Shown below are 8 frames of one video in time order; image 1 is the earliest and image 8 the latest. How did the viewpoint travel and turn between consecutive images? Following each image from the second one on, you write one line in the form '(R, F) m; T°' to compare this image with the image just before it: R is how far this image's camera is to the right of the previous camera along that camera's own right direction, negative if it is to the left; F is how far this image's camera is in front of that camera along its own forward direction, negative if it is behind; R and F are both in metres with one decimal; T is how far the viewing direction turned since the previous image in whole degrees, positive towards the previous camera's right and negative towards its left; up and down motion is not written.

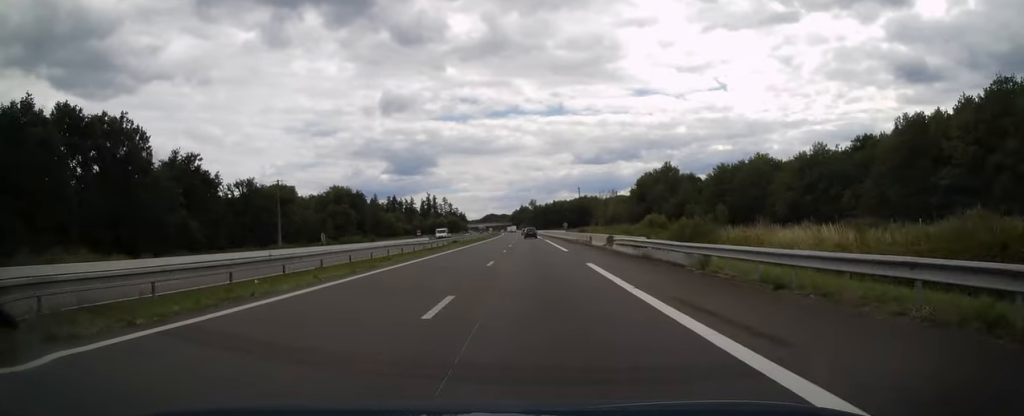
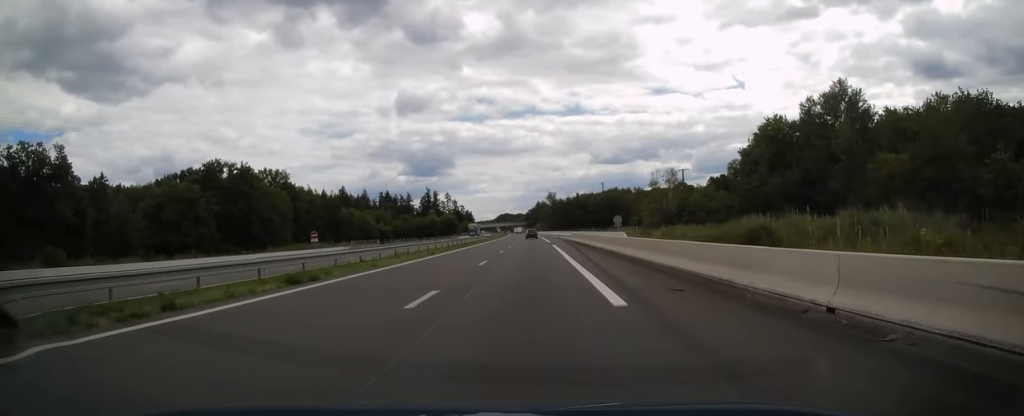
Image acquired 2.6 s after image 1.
(-1.4, +78.0) m; -2°
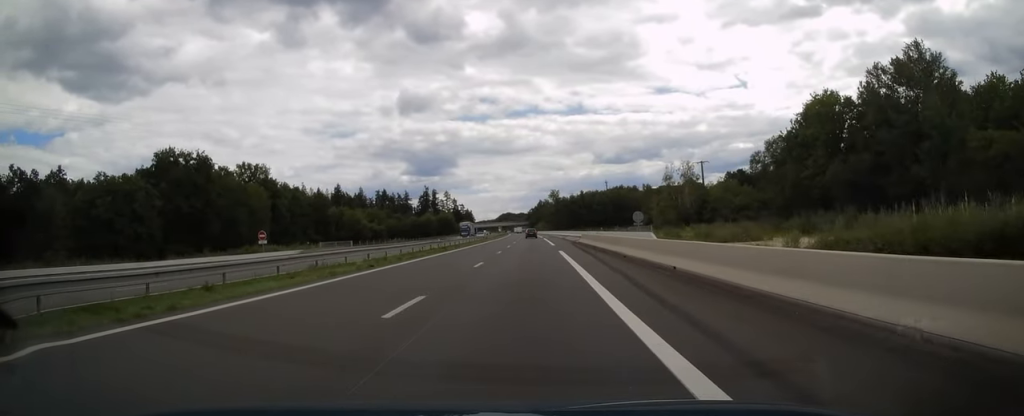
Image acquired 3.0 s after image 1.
(-0.1, +14.5) m; 0°
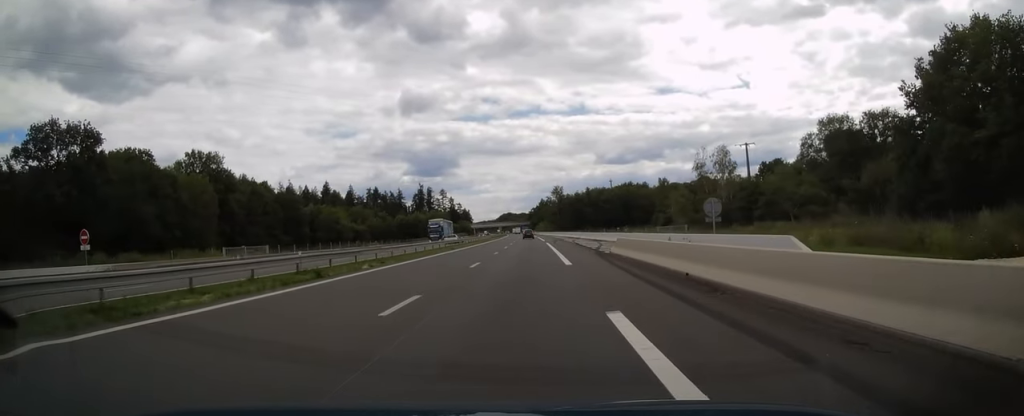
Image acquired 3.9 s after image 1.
(-0.2, +25.8) m; 0°
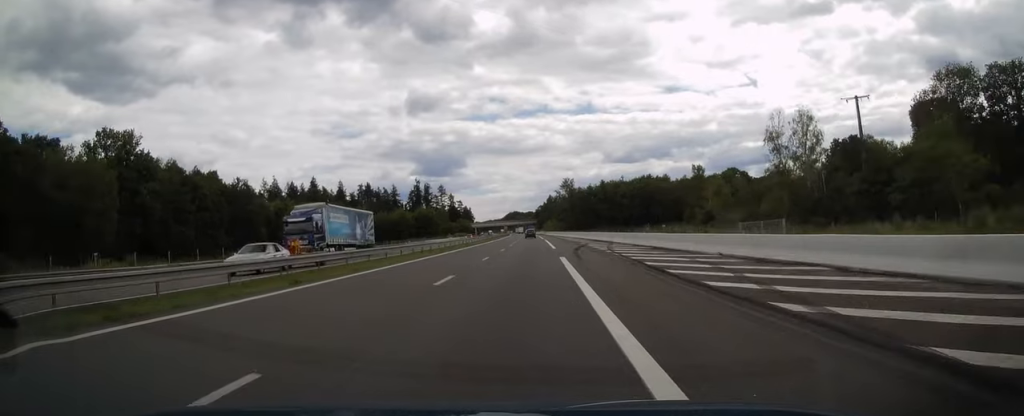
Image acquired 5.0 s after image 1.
(-0.1, +33.6) m; 0°
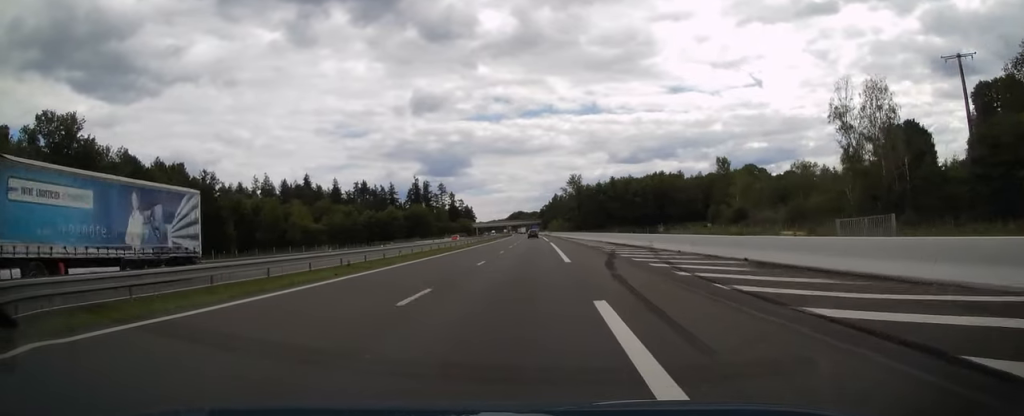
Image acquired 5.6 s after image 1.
(0.0, +17.2) m; 0°
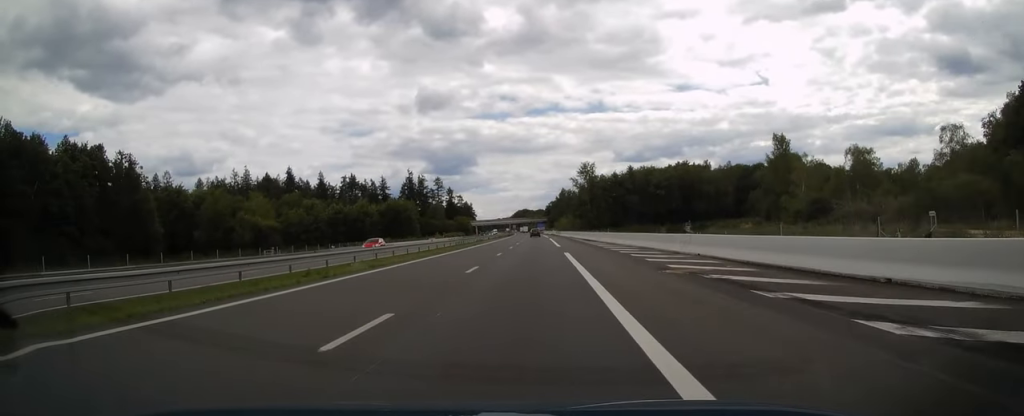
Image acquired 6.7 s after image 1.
(-0.2, +30.6) m; -1°
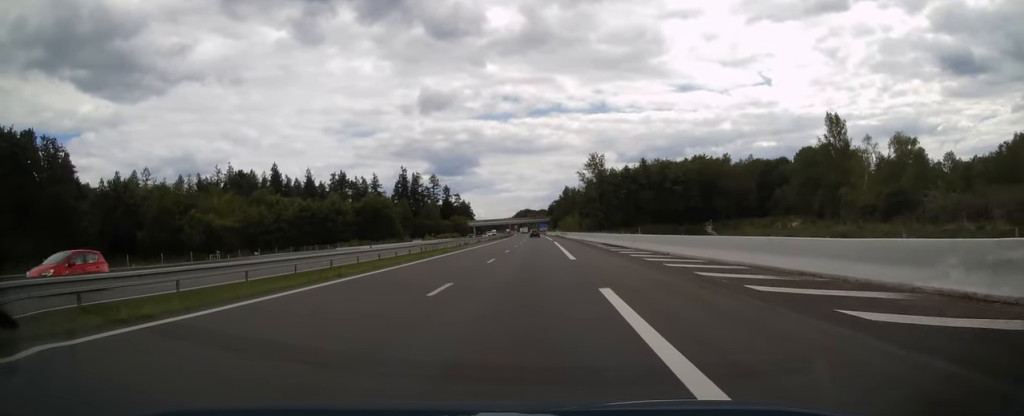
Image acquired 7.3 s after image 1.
(-0.1, +19.7) m; -1°
